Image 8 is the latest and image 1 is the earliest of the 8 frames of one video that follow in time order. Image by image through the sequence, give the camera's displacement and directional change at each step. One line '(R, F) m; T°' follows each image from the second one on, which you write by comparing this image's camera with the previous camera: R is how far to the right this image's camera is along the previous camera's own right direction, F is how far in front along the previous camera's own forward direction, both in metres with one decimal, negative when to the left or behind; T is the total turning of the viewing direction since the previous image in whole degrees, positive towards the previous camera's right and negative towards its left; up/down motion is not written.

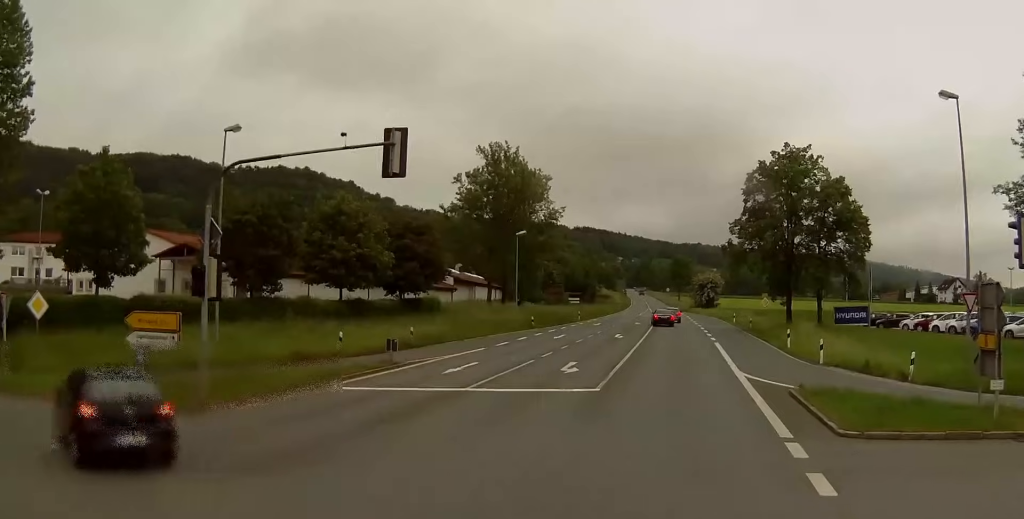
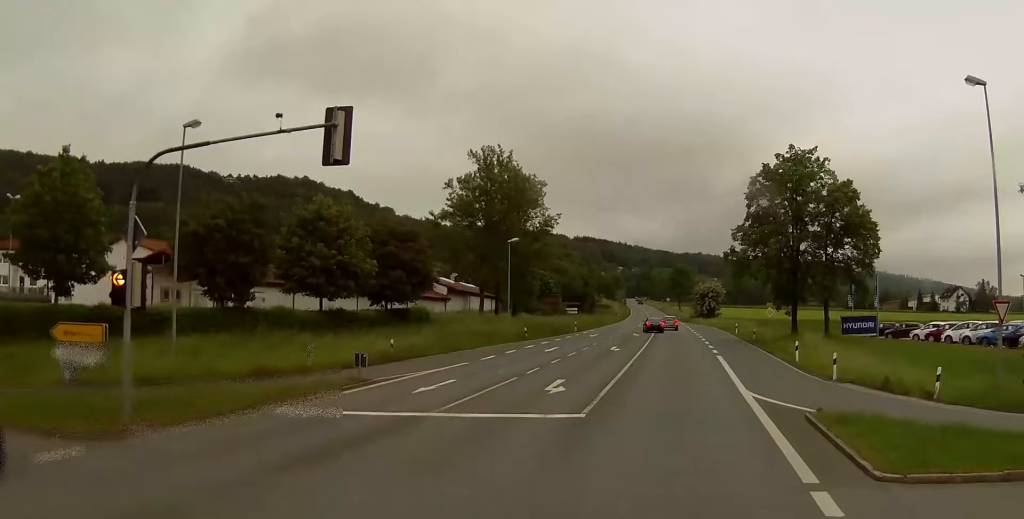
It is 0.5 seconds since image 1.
(+0.1, +2.8) m; 0°
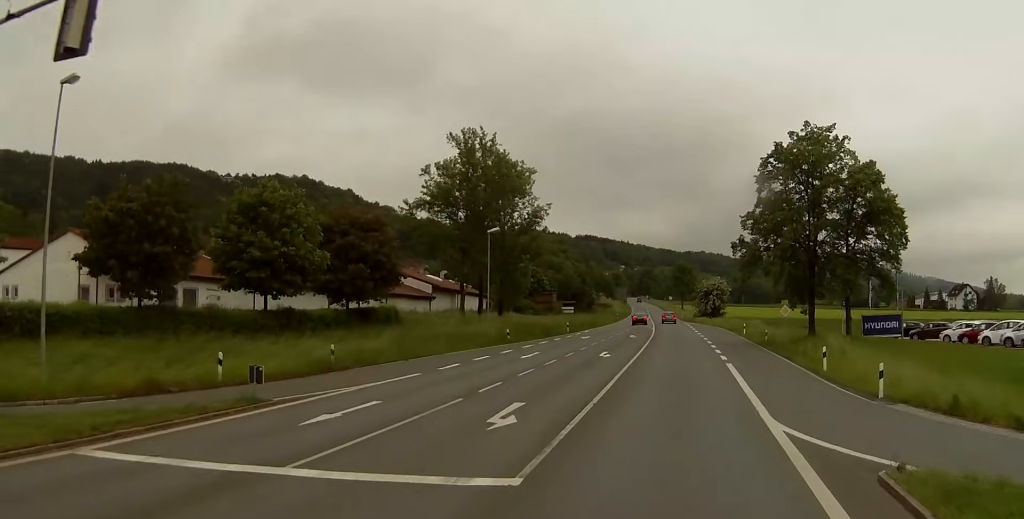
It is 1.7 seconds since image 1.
(-0.1, +6.4) m; -1°
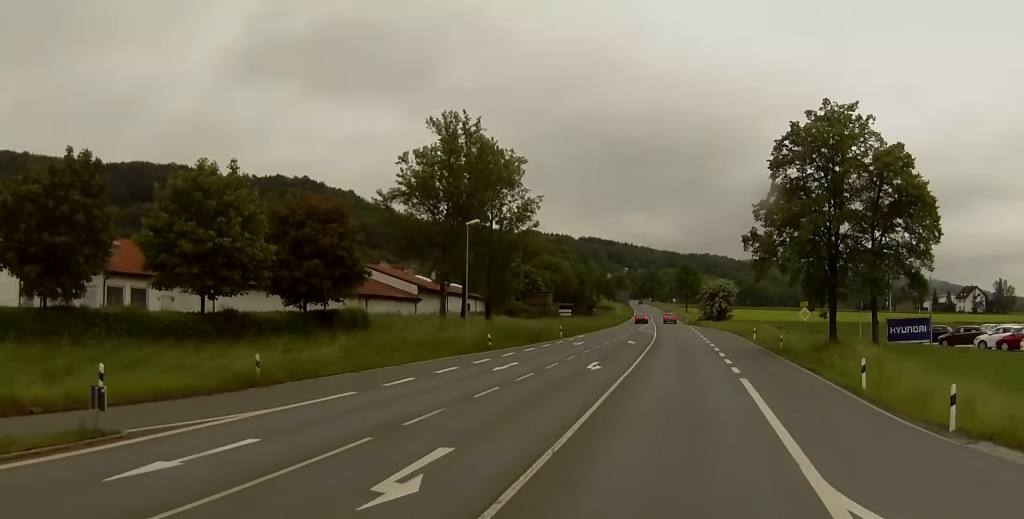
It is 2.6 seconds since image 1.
(0.0, +5.7) m; +1°
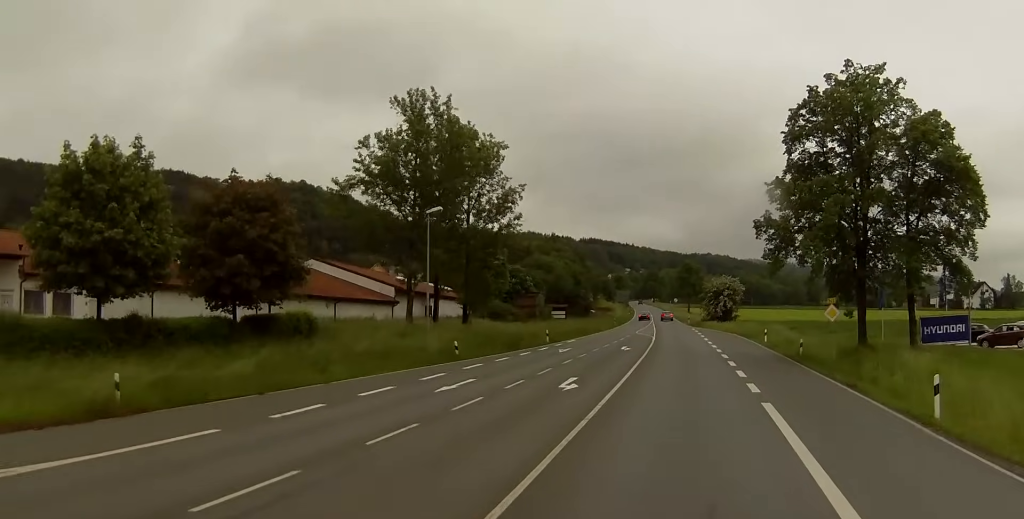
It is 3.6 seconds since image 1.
(+0.1, +6.8) m; -1°
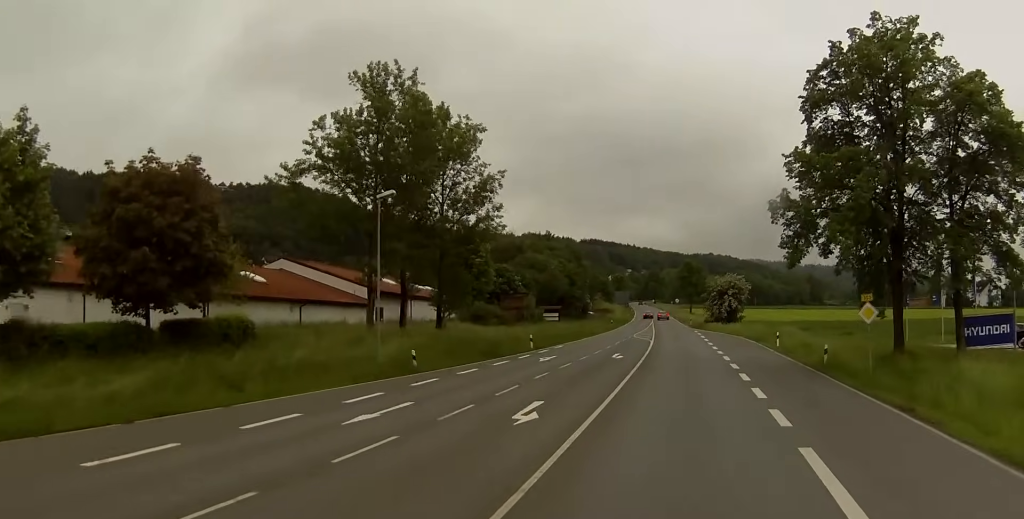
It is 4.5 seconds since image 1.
(-0.2, +6.3) m; -1°
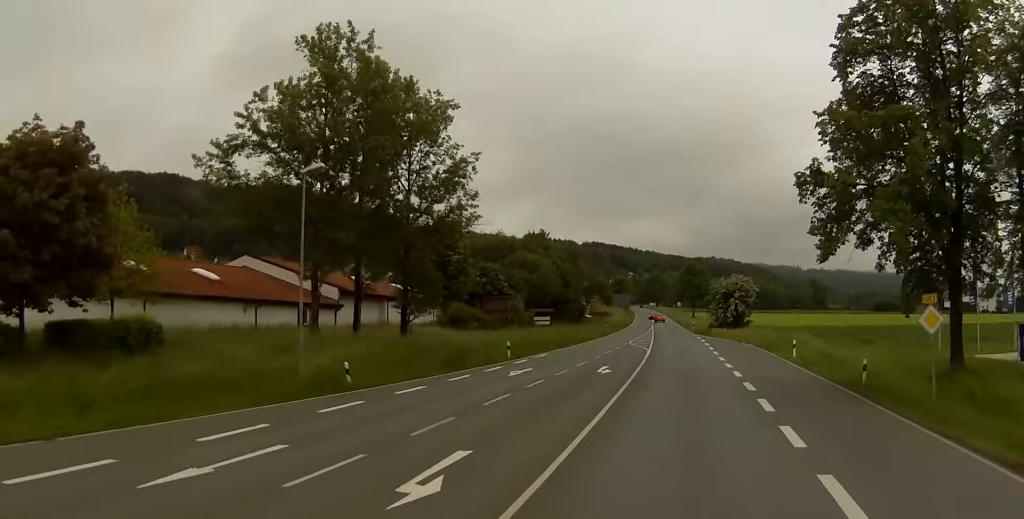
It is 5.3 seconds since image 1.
(0.0, +7.0) m; +1°
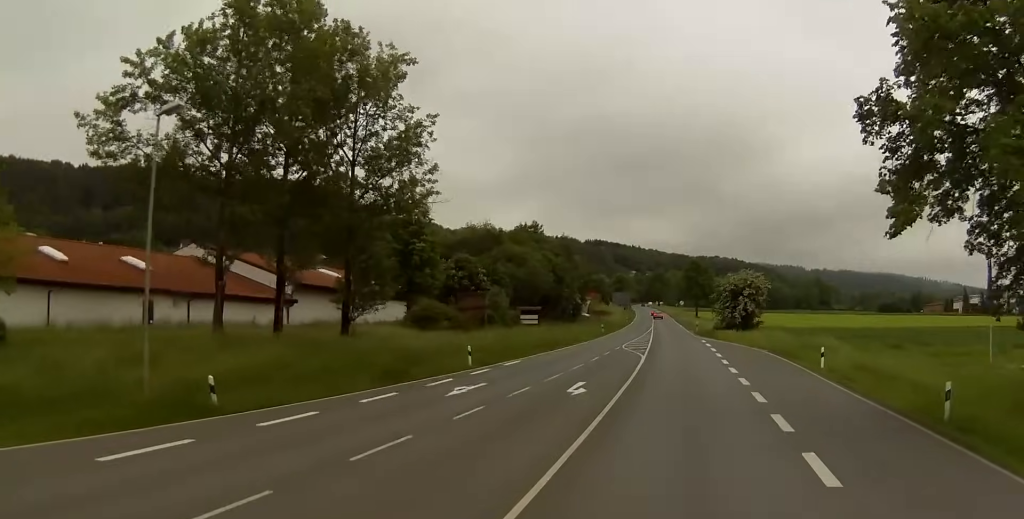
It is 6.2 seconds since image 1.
(+0.2, +8.5) m; -2°
